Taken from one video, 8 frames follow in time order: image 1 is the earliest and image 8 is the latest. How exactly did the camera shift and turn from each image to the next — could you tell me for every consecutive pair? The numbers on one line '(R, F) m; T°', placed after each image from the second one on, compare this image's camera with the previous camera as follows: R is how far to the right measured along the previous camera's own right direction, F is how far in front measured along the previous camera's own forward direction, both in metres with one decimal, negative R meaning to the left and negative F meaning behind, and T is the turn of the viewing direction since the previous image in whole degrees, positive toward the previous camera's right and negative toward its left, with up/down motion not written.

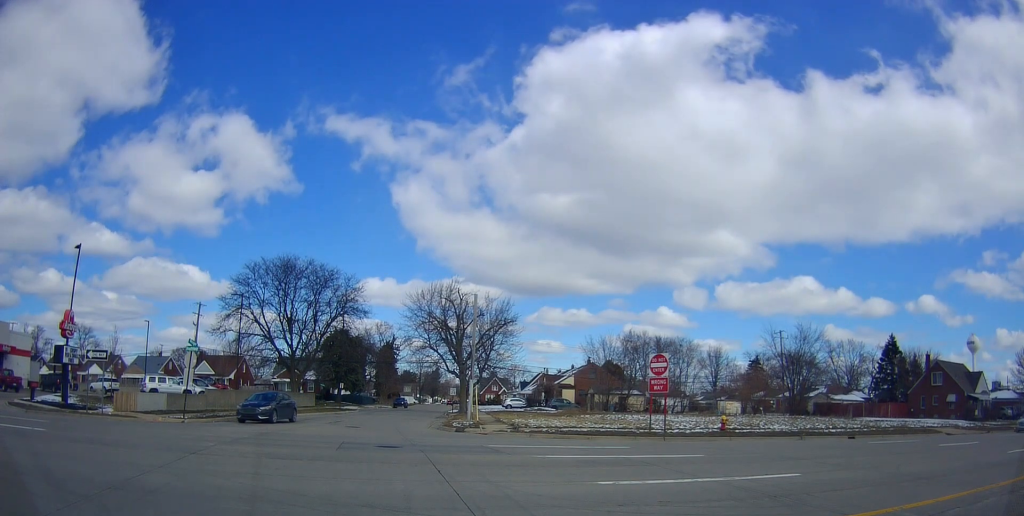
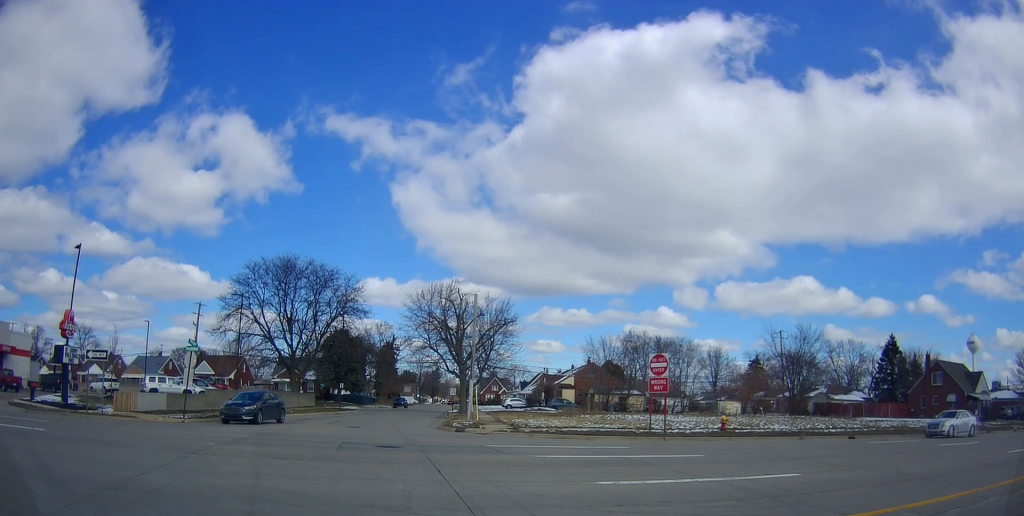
(0.0, 0.0) m; 0°
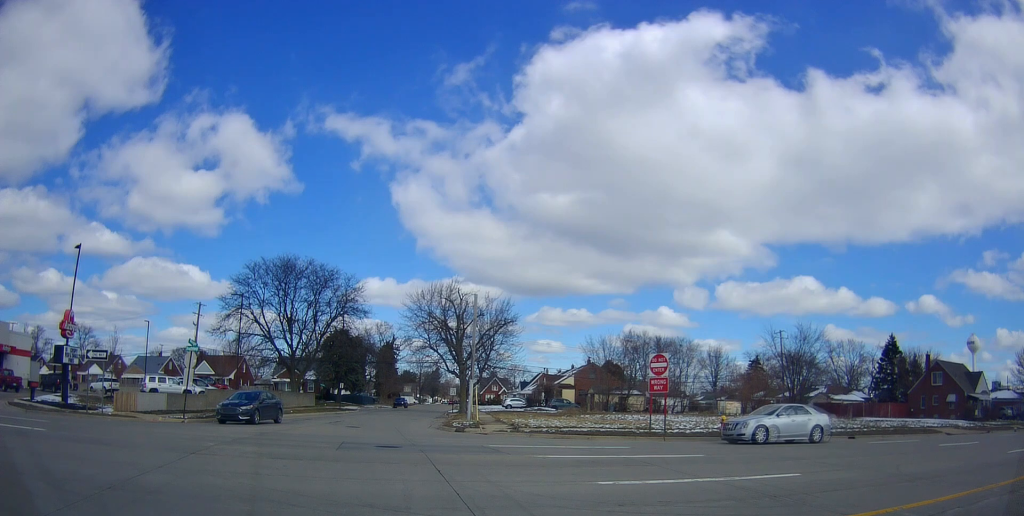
(0.0, 0.0) m; 0°
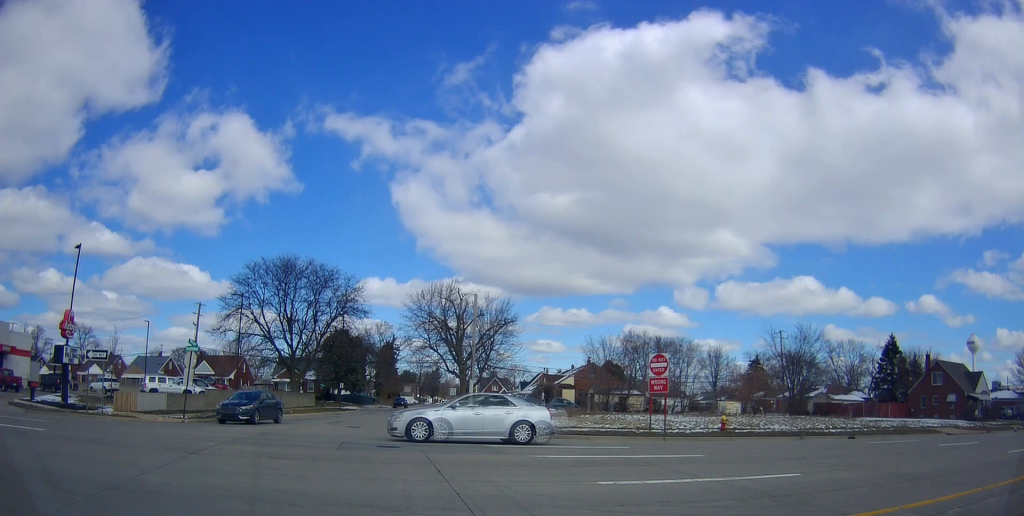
(0.0, 0.0) m; 0°
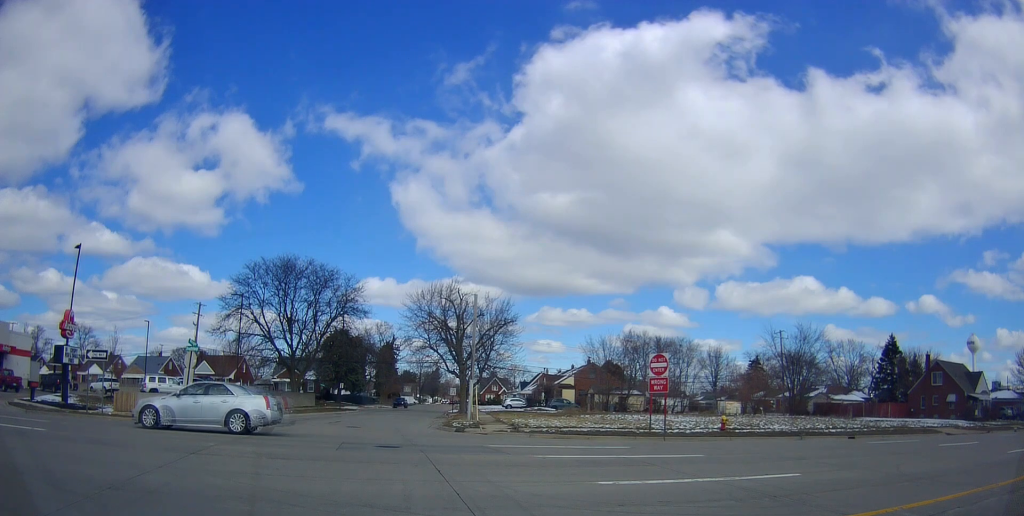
(0.0, 0.0) m; 0°
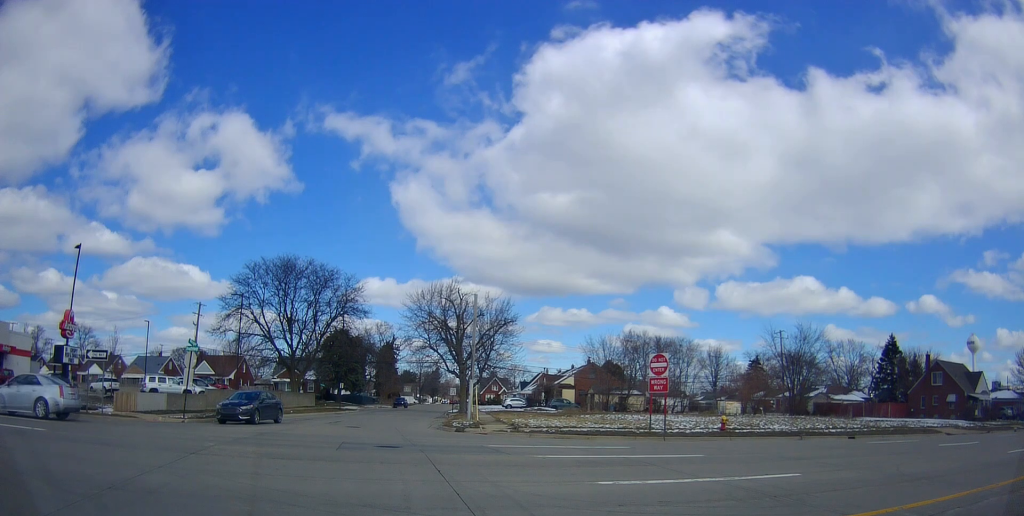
(0.0, 0.0) m; 0°
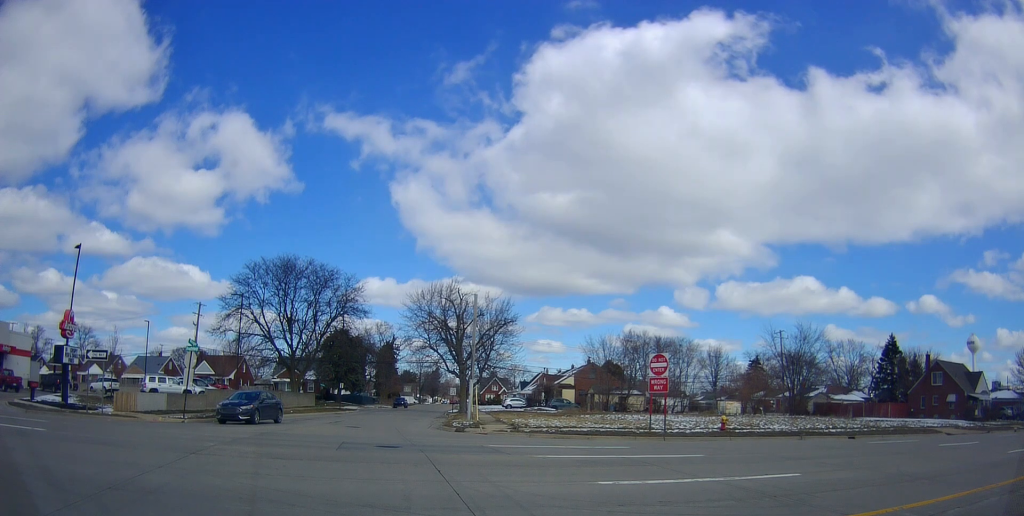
(0.0, 0.0) m; 0°
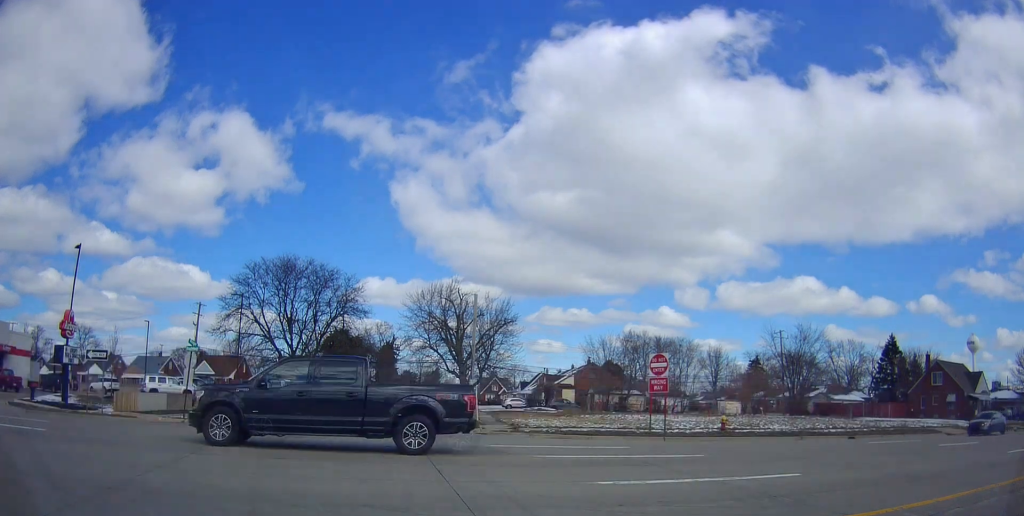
(0.0, 0.0) m; 0°
